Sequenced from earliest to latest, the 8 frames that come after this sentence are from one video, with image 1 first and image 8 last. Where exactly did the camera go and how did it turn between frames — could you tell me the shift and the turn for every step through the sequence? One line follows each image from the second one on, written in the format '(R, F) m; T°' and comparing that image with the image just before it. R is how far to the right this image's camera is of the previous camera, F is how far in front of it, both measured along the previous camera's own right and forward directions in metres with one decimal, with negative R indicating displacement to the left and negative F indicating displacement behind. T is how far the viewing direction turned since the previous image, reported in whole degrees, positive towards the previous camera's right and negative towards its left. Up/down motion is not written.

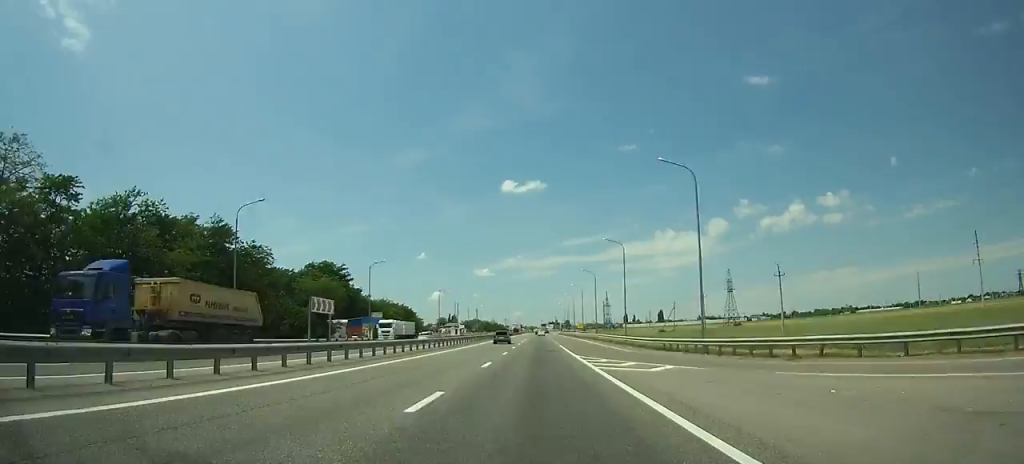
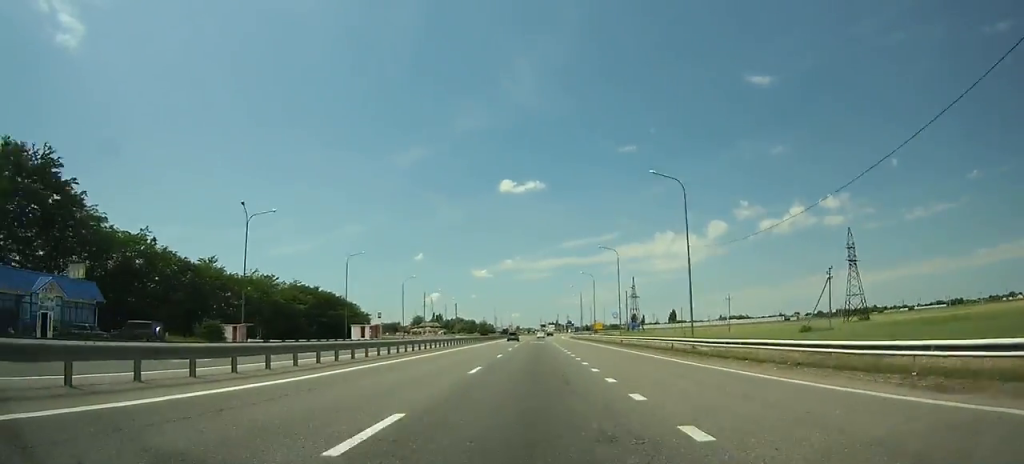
(+0.3, +99.1) m; 0°
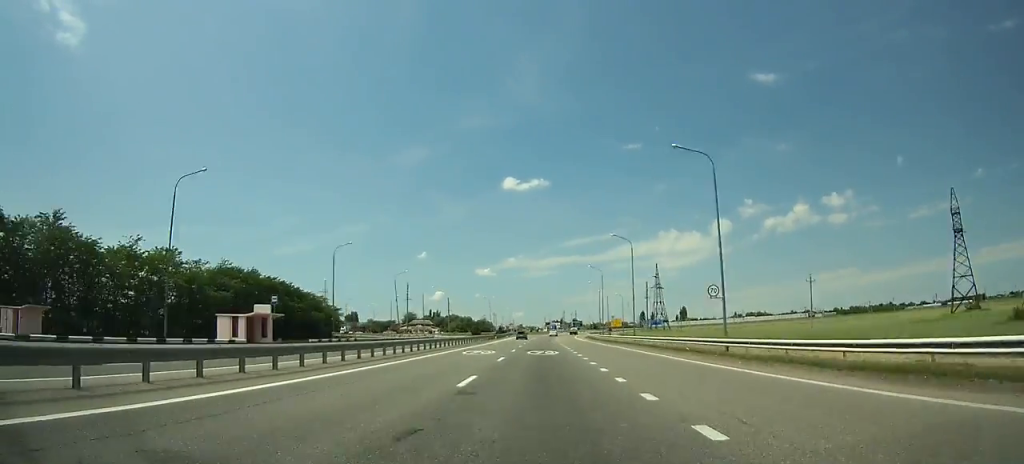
(0.0, +39.4) m; 0°
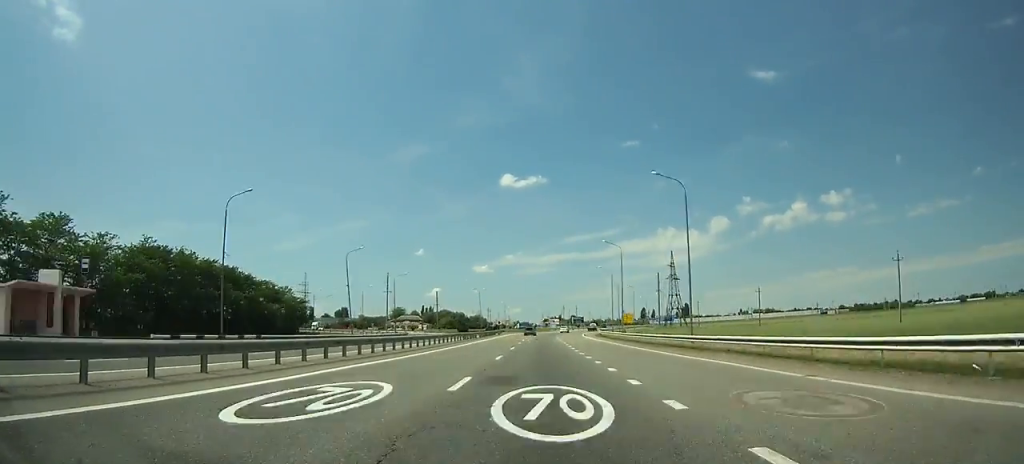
(0.0, +26.3) m; +1°
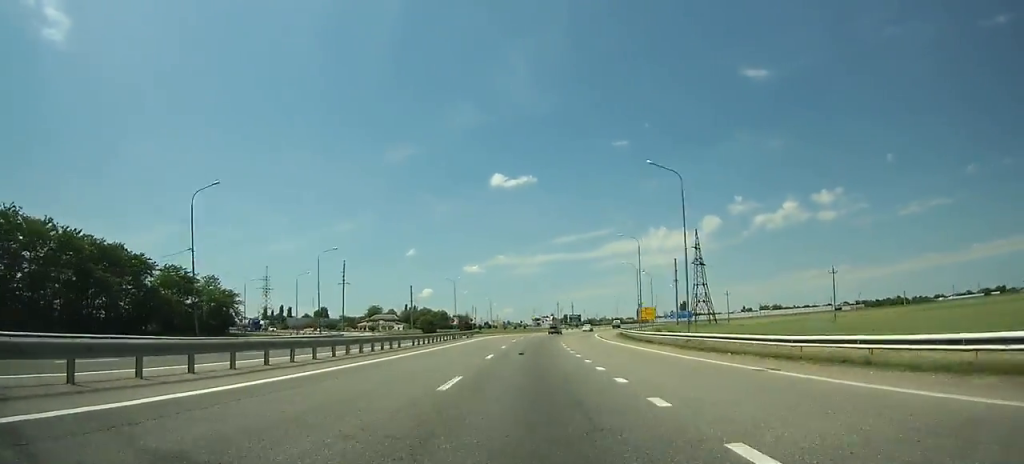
(-0.3, +36.1) m; +1°
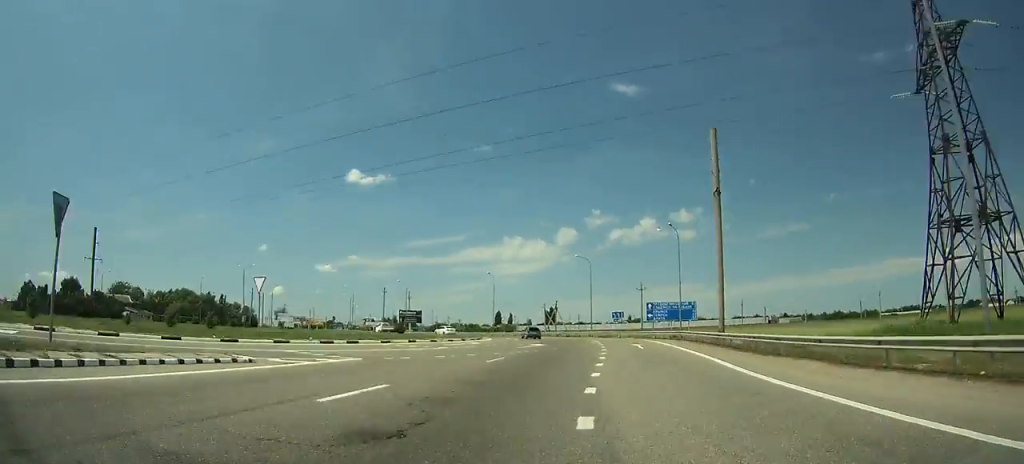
(+9.6, +109.0) m; +12°
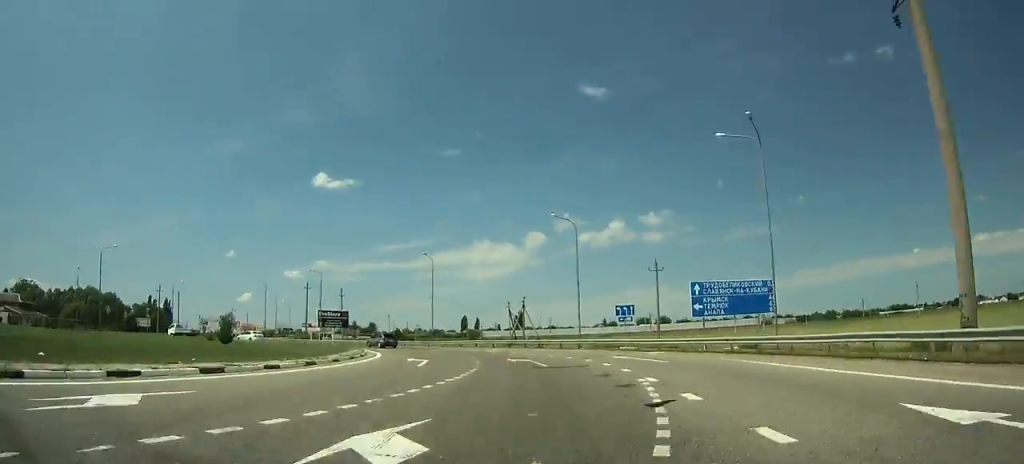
(+1.5, +31.1) m; -3°
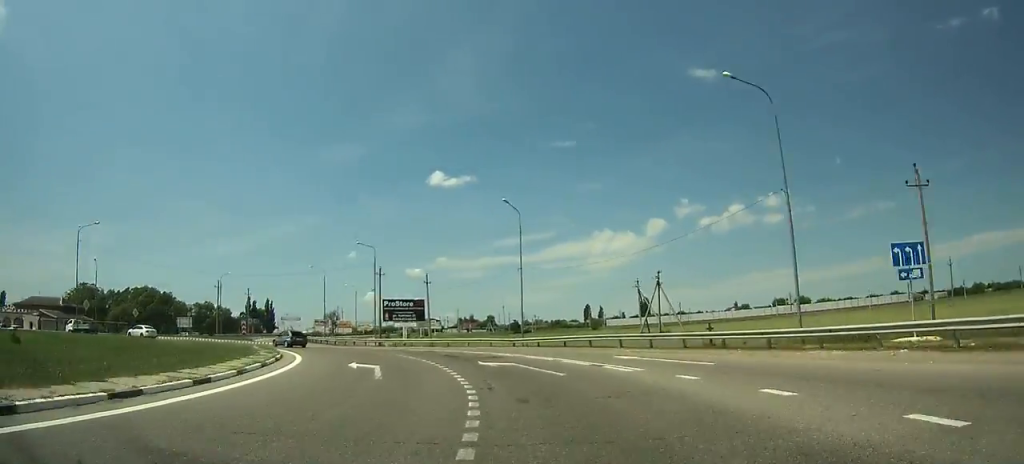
(+1.3, +28.0) m; -7°
